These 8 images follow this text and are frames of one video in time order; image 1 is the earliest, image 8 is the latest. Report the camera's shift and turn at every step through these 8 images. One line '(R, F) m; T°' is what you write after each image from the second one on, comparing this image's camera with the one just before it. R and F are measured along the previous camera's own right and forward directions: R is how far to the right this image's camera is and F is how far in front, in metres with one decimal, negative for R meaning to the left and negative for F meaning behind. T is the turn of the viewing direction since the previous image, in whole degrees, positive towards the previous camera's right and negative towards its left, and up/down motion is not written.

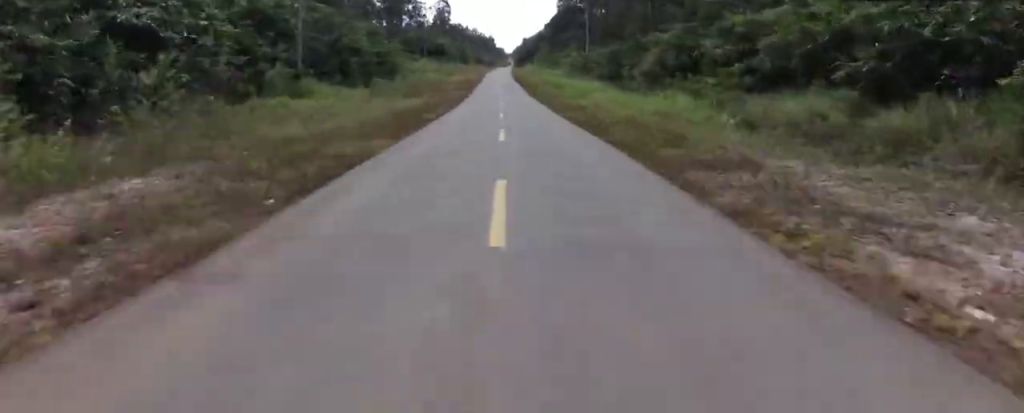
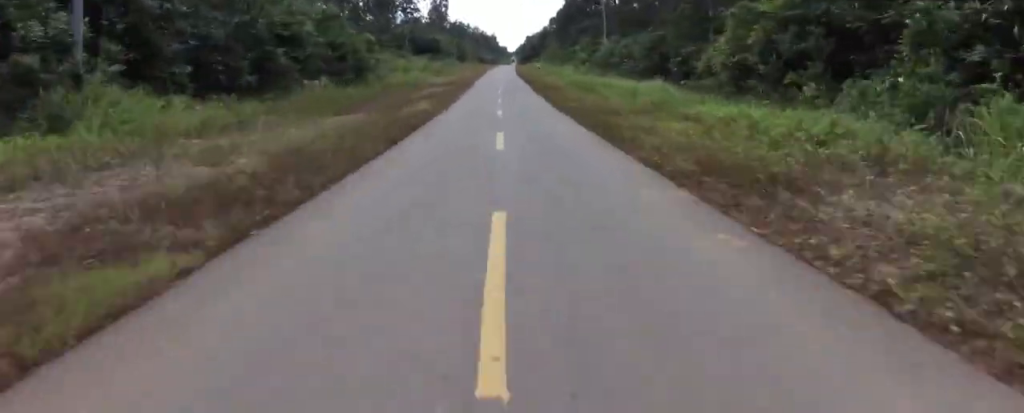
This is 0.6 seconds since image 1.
(-0.9, +18.2) m; 0°
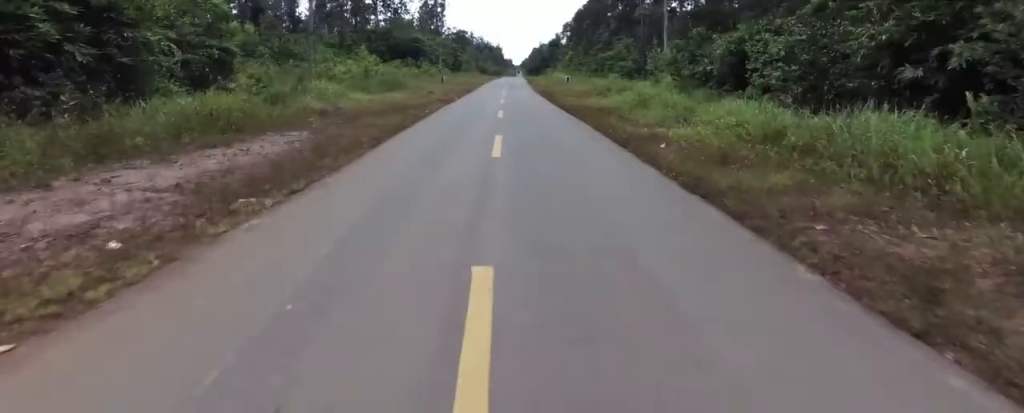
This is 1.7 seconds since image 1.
(+0.4, +35.2) m; 0°
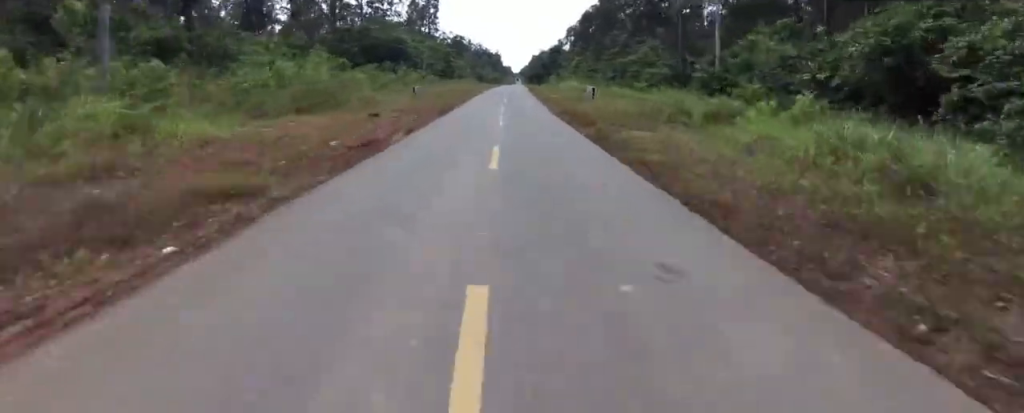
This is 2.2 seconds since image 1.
(+0.2, +17.0) m; 0°
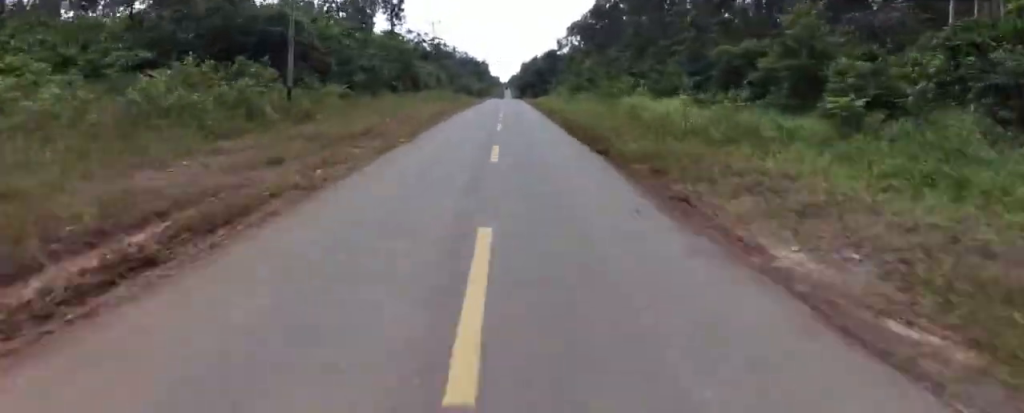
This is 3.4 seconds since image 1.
(-0.6, +39.0) m; +1°
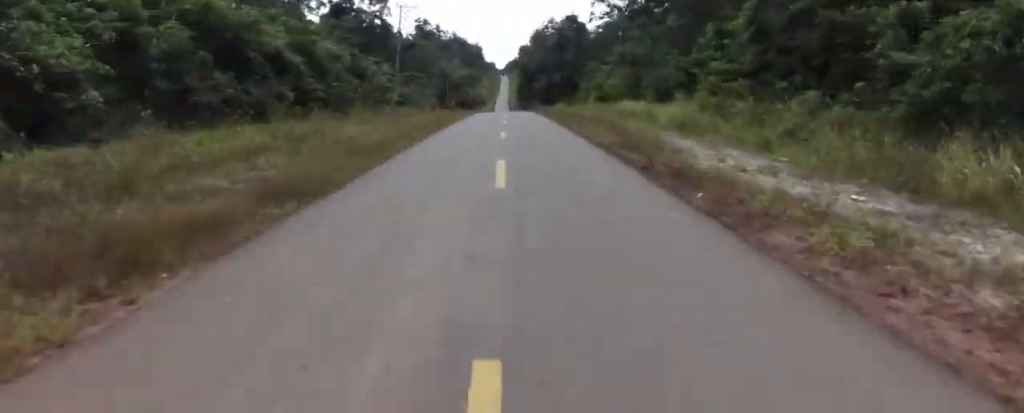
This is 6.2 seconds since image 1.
(+2.1, +83.7) m; -1°
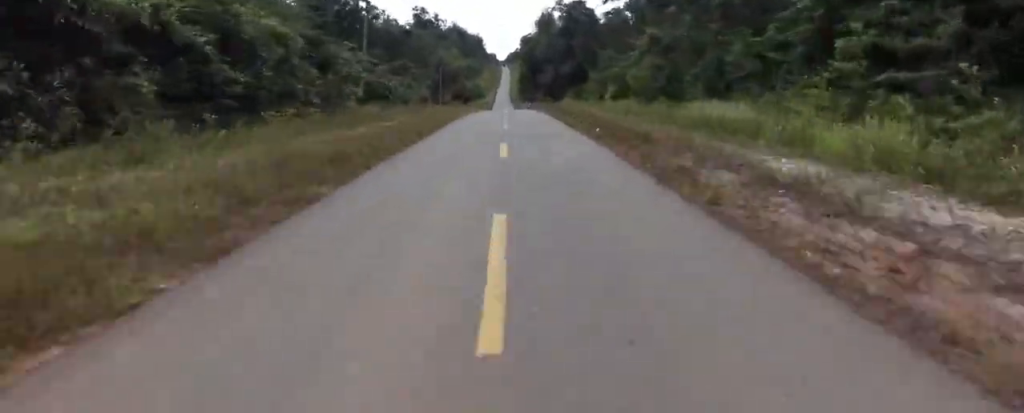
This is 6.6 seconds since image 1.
(-0.7, +12.9) m; 0°
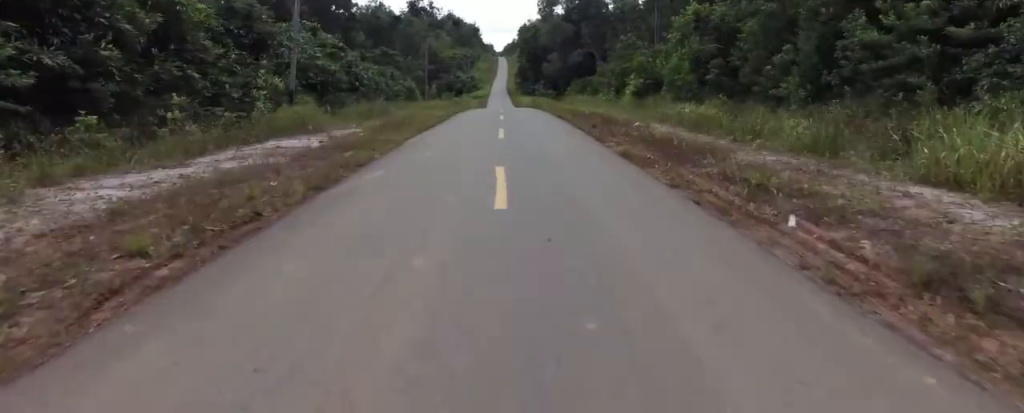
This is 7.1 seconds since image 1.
(-0.5, +12.9) m; 0°
